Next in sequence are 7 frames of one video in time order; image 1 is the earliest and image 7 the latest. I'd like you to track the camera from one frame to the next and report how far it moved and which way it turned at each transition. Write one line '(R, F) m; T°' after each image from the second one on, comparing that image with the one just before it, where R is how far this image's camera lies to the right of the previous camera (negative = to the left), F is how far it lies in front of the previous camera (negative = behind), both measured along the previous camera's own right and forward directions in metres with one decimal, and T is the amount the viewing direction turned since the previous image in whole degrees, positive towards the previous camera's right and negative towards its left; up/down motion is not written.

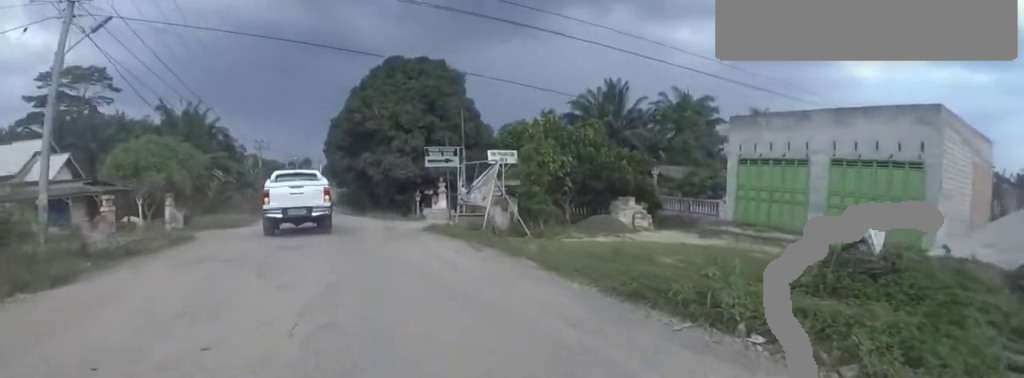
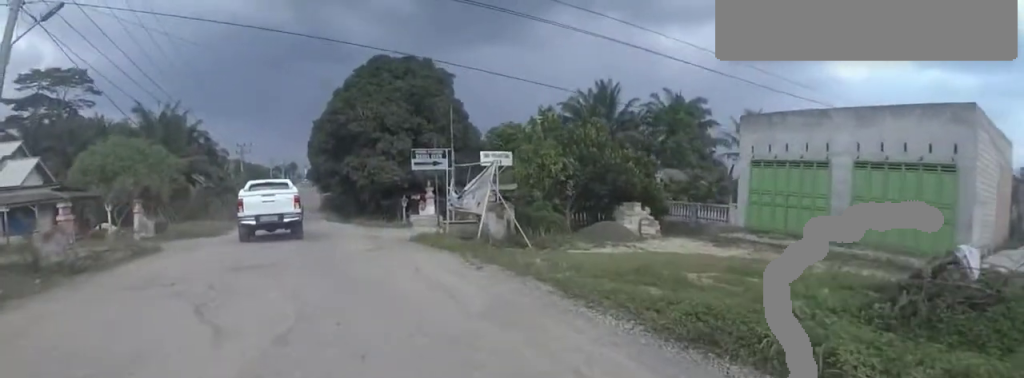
(0.0, +1.7) m; -3°
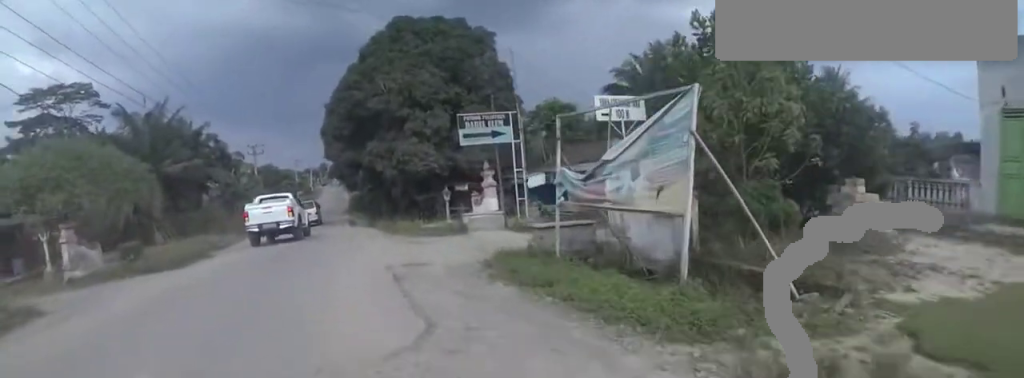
(-0.7, +8.0) m; -9°
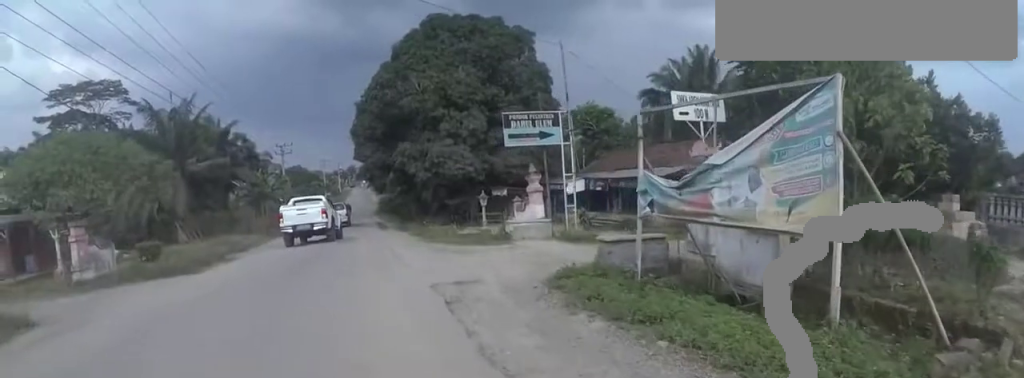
(0.0, +1.5) m; -2°
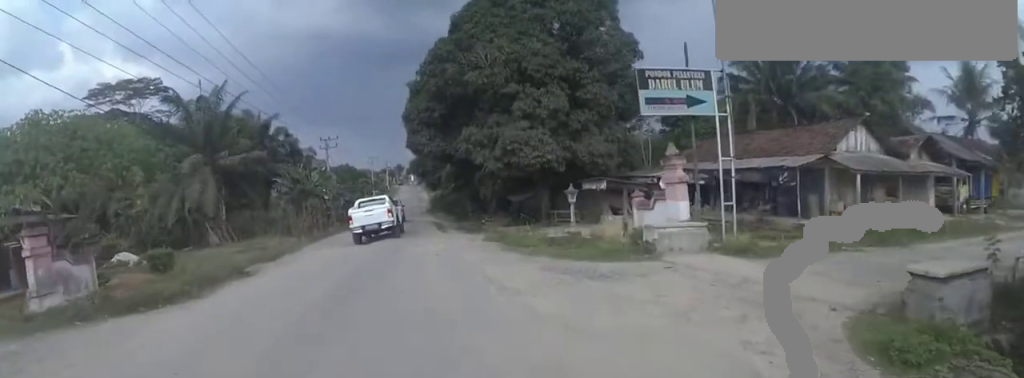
(-0.2, +5.3) m; 0°
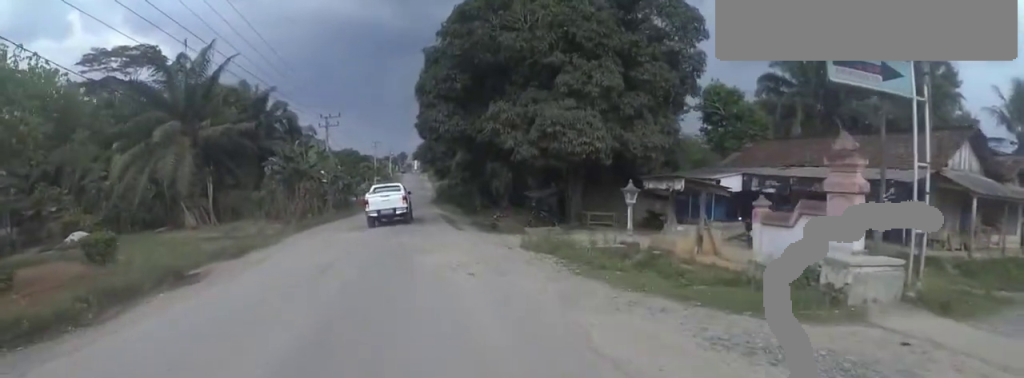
(+0.3, +5.3) m; +5°
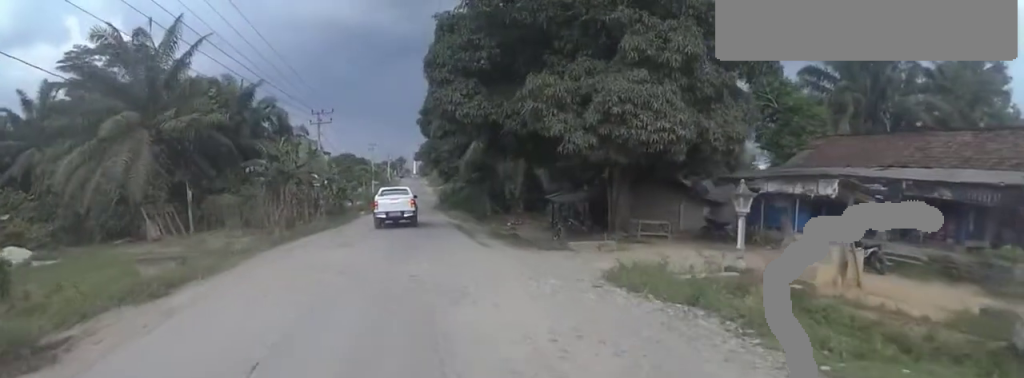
(+0.1, +5.6) m; +4°
